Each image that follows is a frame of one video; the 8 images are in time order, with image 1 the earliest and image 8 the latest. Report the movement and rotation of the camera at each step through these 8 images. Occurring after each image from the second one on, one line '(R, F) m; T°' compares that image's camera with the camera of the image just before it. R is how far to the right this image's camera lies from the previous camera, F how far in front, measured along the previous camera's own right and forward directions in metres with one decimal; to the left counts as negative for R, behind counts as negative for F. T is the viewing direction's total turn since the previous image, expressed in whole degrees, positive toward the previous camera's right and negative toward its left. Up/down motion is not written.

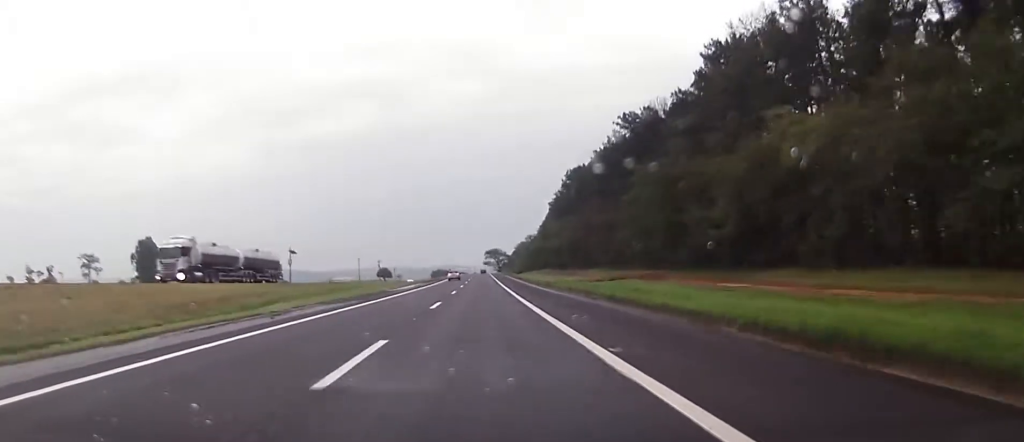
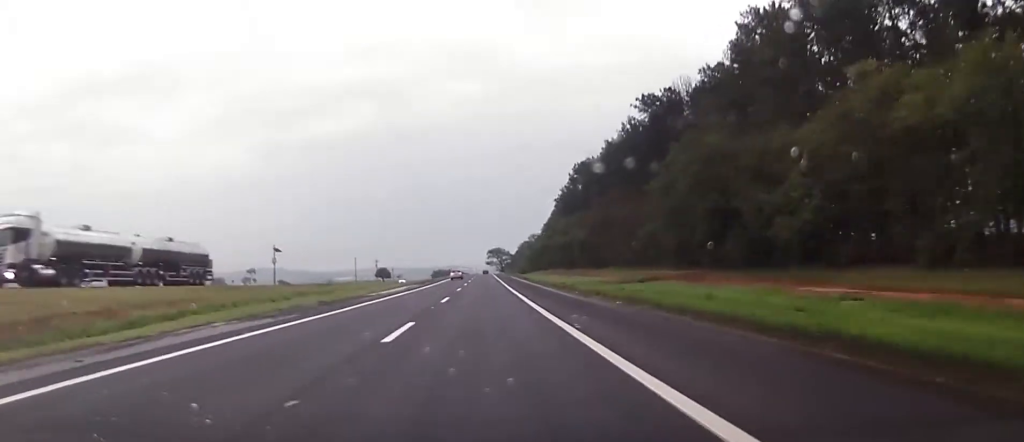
(+0.1, +11.9) m; 0°
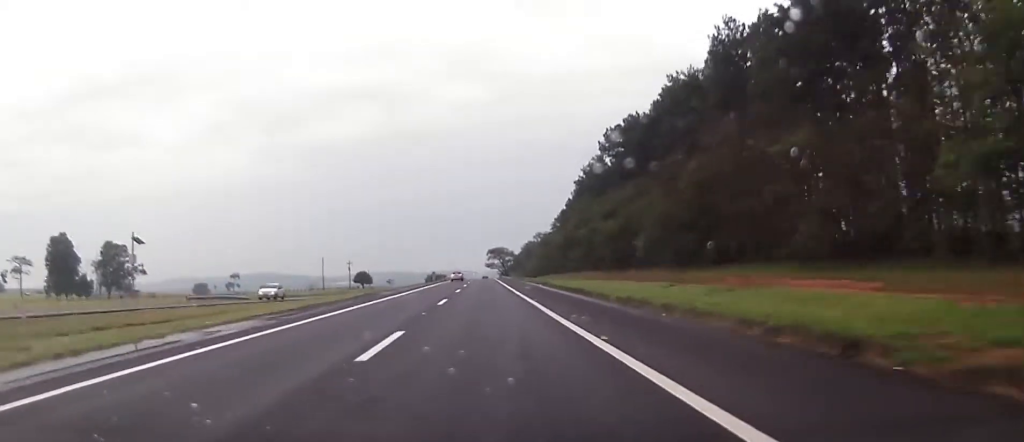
(-0.1, +52.2) m; -1°
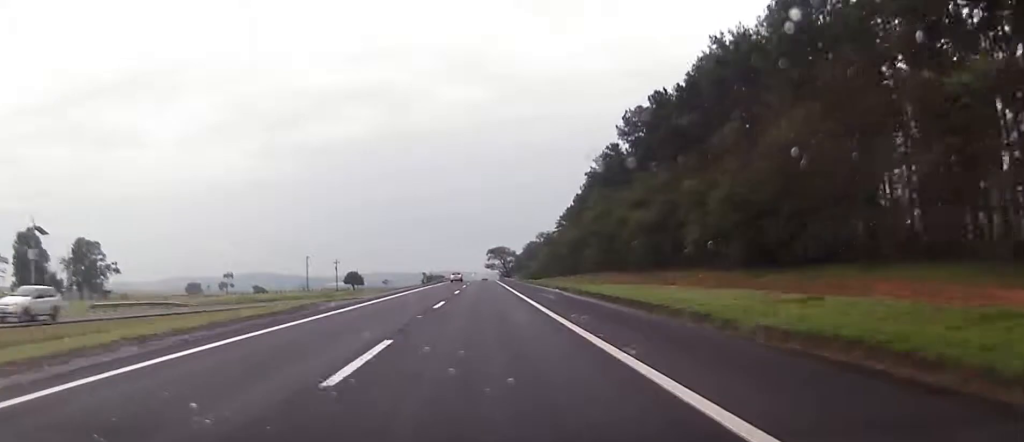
(-0.1, +18.6) m; 0°
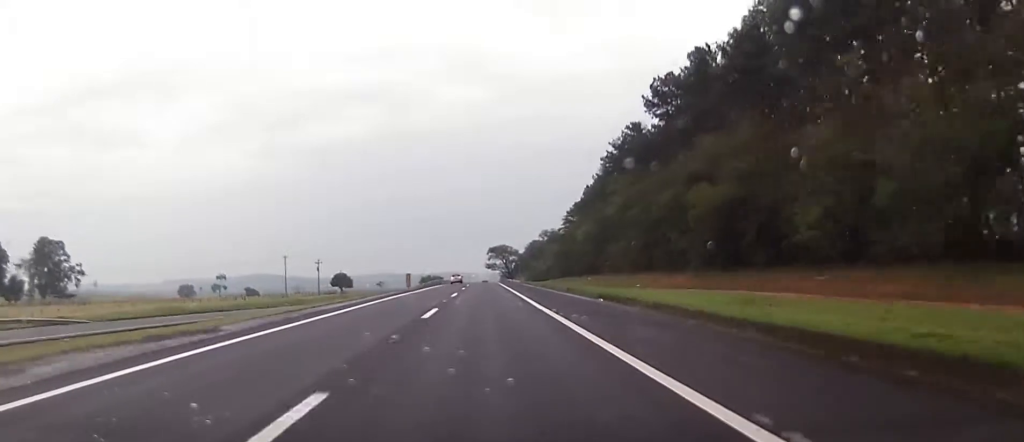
(-0.1, +21.3) m; 0°
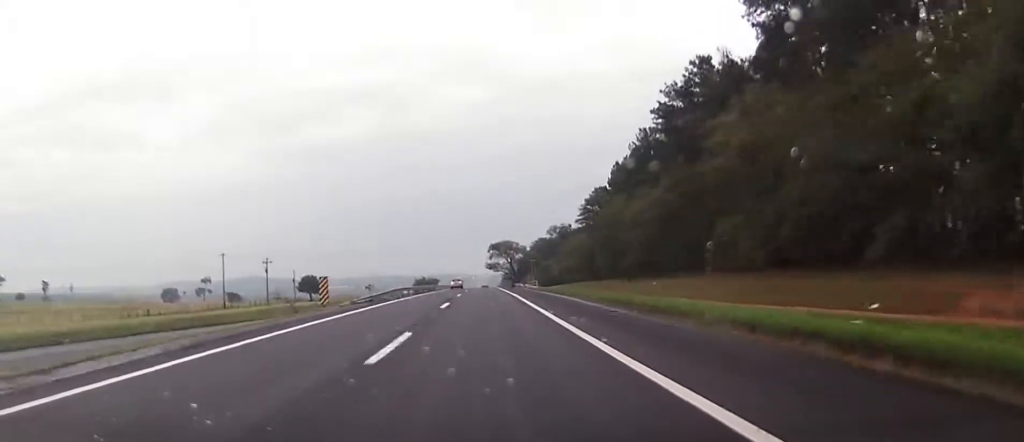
(+0.3, +41.0) m; +1°
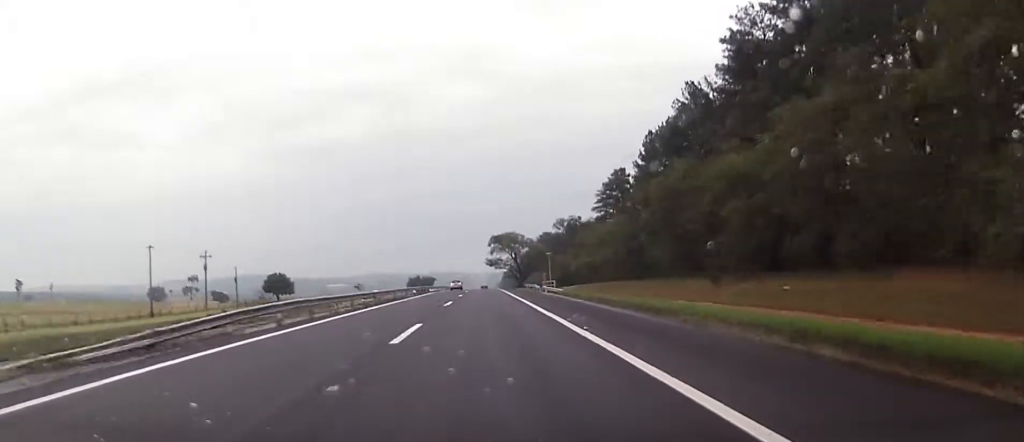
(+0.1, +28.7) m; 0°
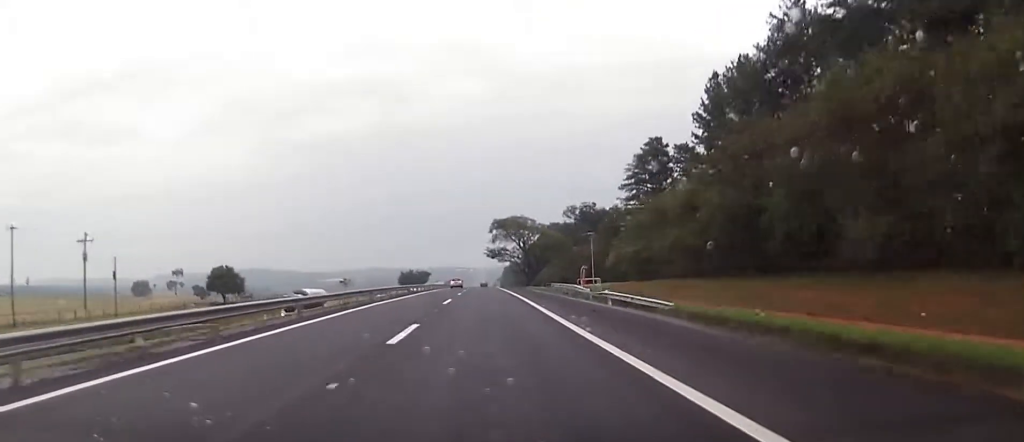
(-0.2, +30.9) m; 0°
